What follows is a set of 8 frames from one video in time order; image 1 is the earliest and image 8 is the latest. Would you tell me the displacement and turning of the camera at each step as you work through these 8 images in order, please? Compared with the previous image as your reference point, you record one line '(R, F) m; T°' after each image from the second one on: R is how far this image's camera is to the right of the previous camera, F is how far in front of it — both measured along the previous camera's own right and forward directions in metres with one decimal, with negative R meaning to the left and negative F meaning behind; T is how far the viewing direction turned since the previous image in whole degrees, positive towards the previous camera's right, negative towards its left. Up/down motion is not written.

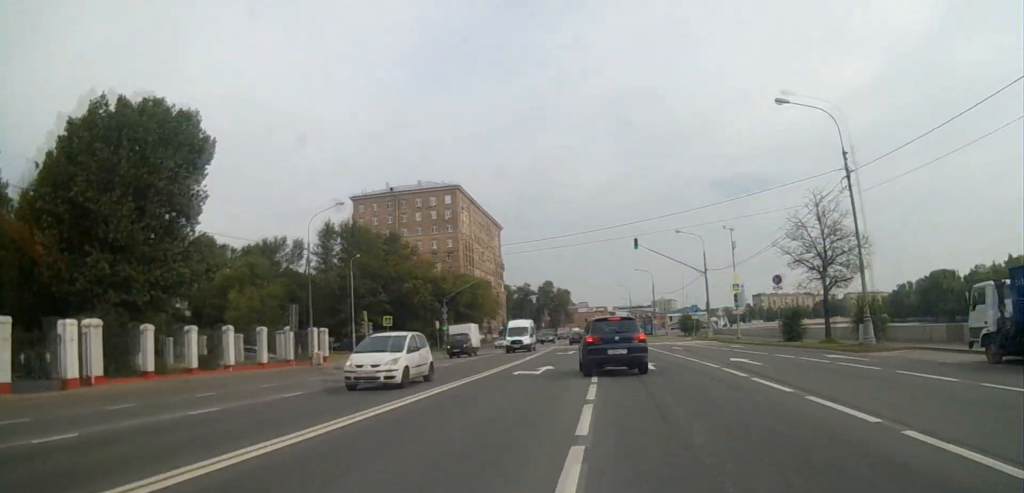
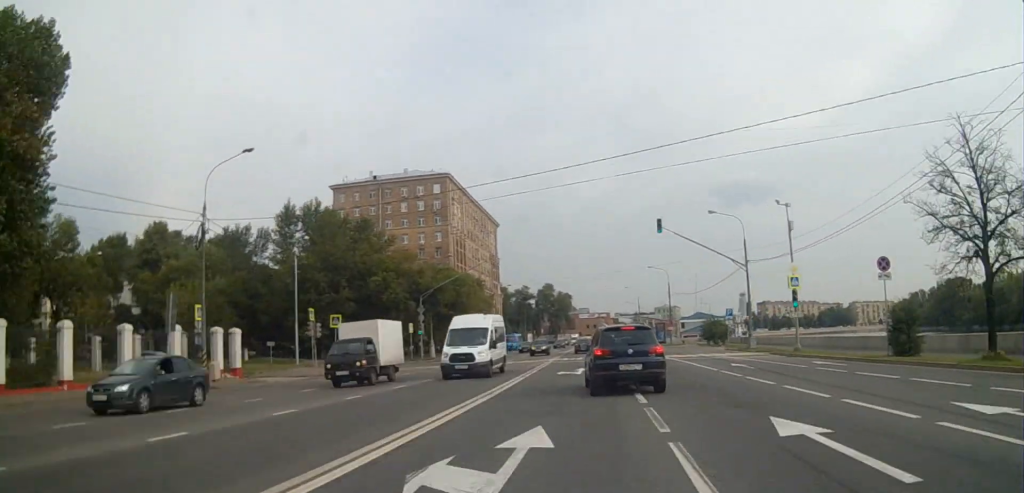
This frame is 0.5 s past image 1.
(0.0, +16.3) m; 0°
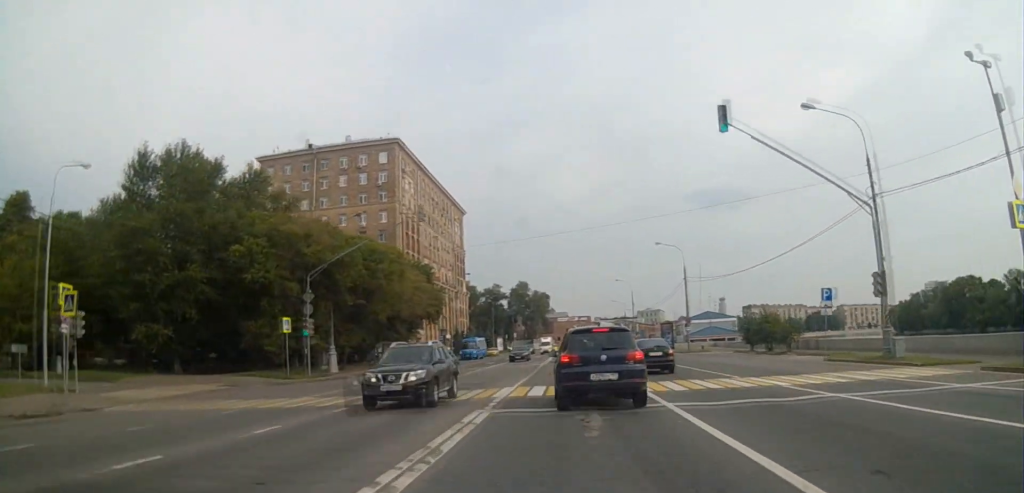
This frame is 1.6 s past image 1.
(0.0, +32.4) m; 0°
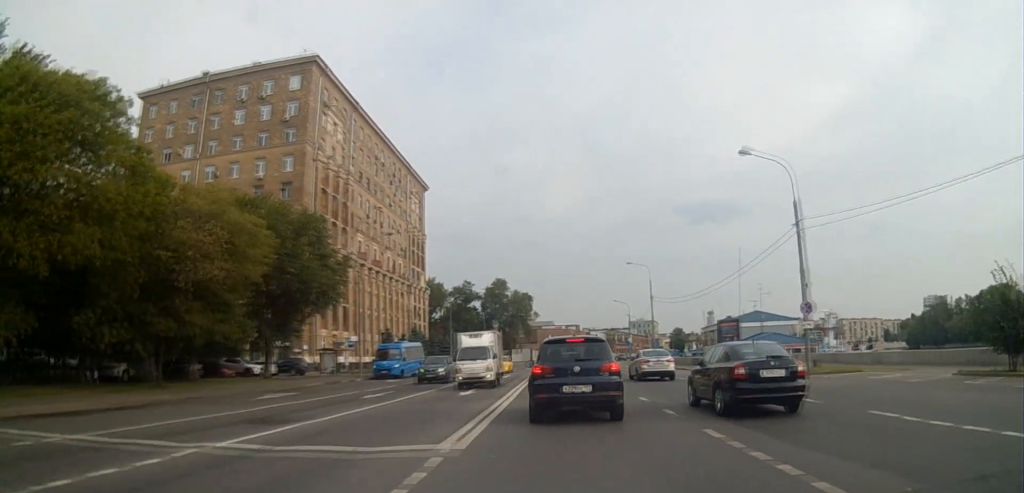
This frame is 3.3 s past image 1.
(0.0, +40.6) m; 0°
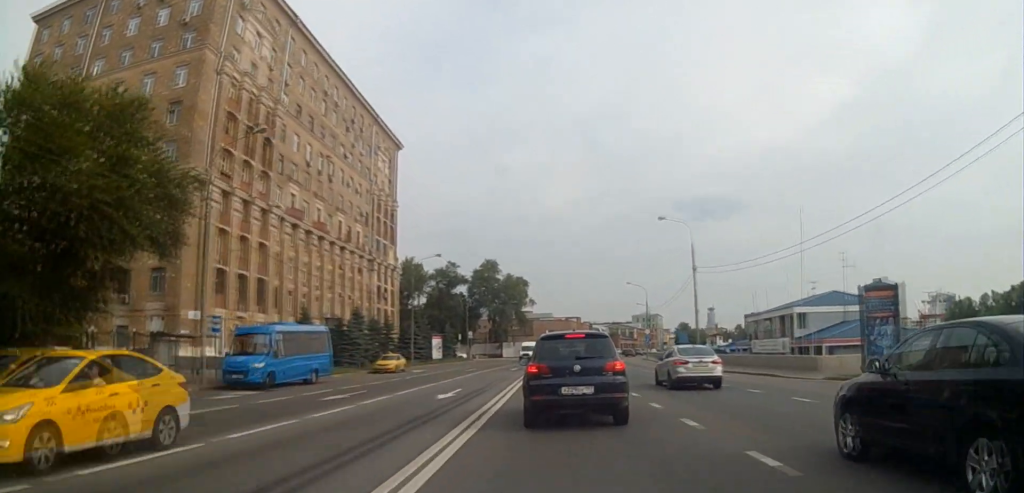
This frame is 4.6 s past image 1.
(0.0, +24.7) m; 0°
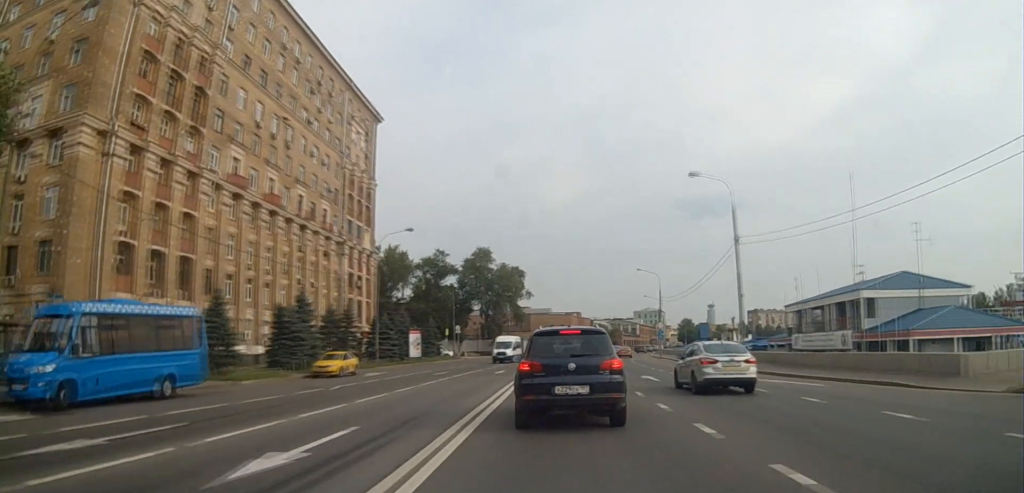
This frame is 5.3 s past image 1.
(0.0, +13.7) m; 0°
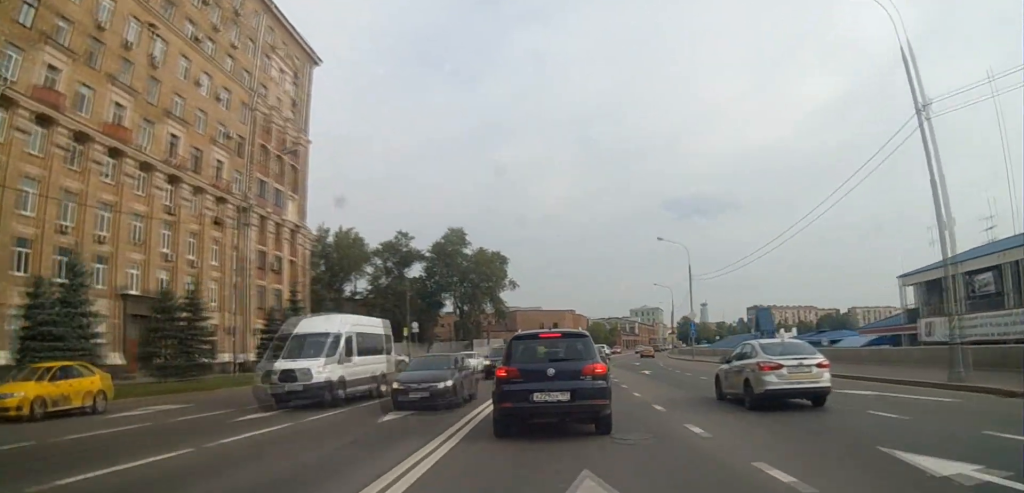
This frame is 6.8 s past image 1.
(+0.1, +24.7) m; +1°
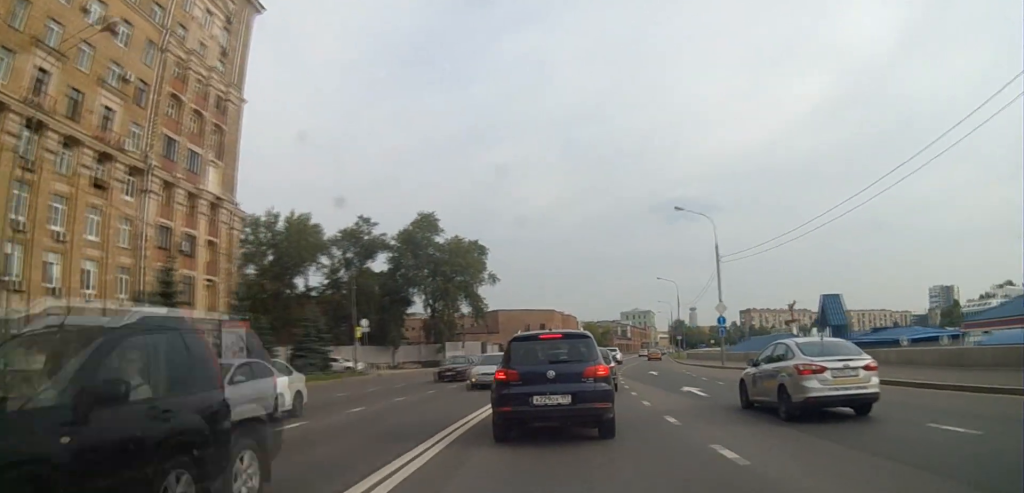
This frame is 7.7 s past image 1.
(+0.1, +15.0) m; 0°
